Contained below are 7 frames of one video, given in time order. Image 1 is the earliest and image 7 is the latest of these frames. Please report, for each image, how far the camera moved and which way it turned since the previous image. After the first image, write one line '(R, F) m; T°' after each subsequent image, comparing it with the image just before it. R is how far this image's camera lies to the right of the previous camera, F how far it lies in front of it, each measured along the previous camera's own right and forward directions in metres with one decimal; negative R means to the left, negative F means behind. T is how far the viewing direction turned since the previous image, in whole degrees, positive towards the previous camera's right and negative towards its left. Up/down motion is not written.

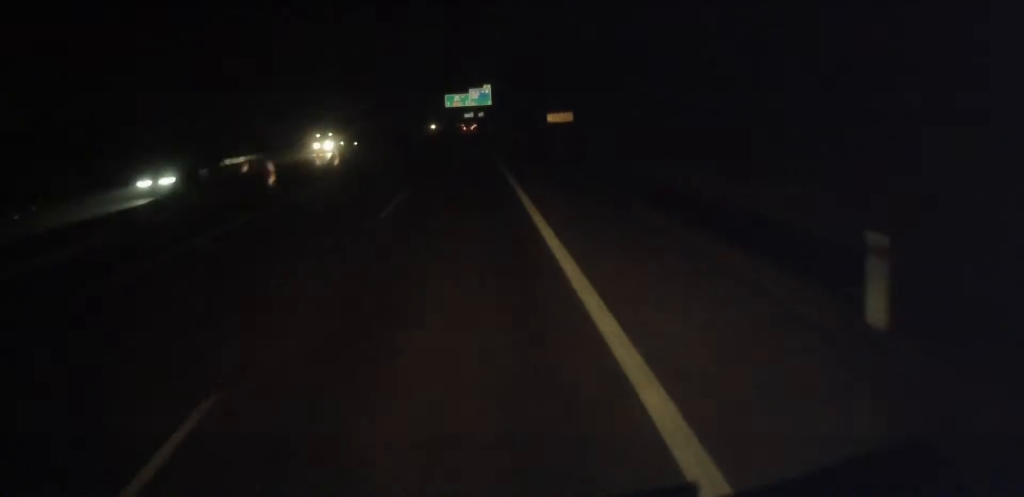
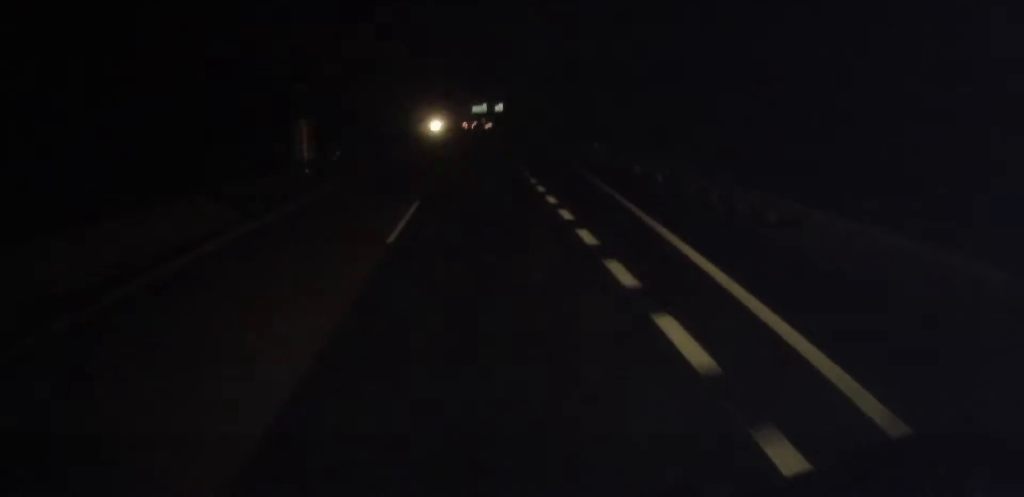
(-2.0, +144.9) m; -1°
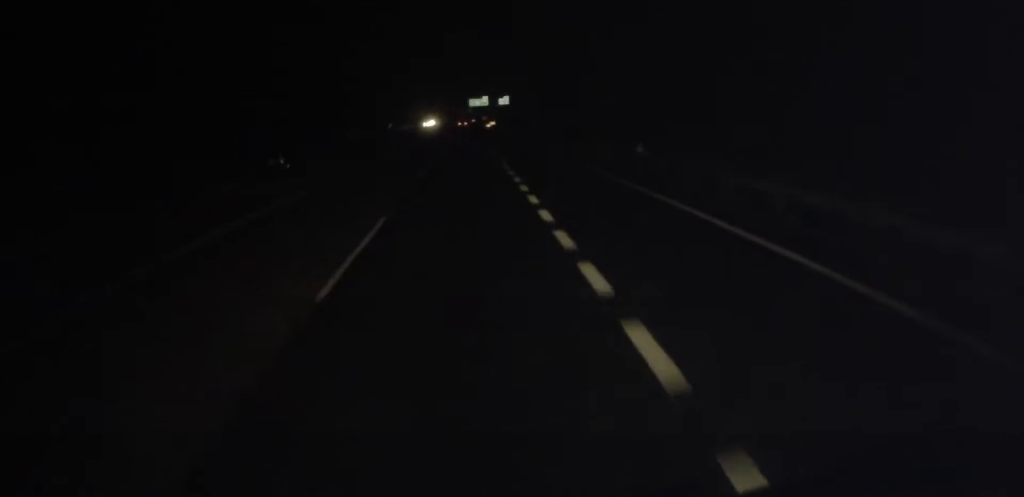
(0.0, +56.5) m; 0°
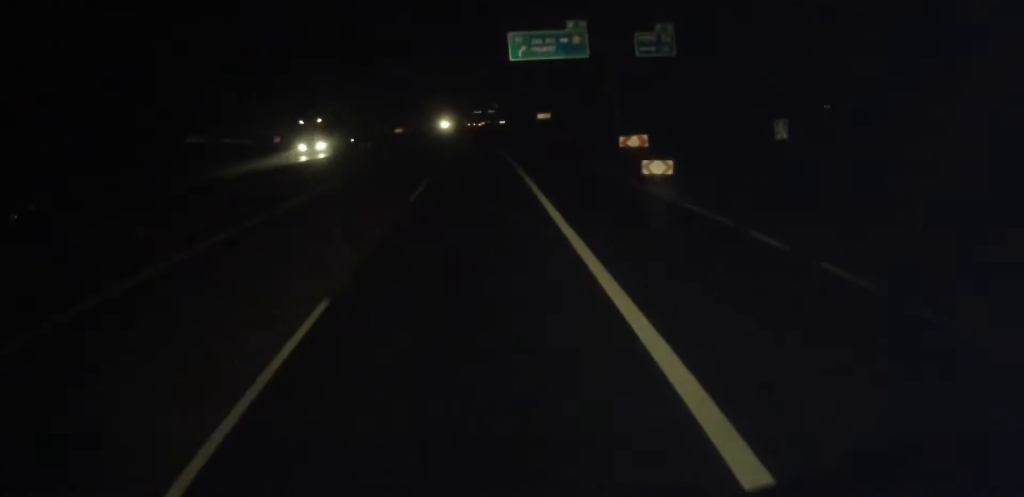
(-1.4, +147.8) m; -1°
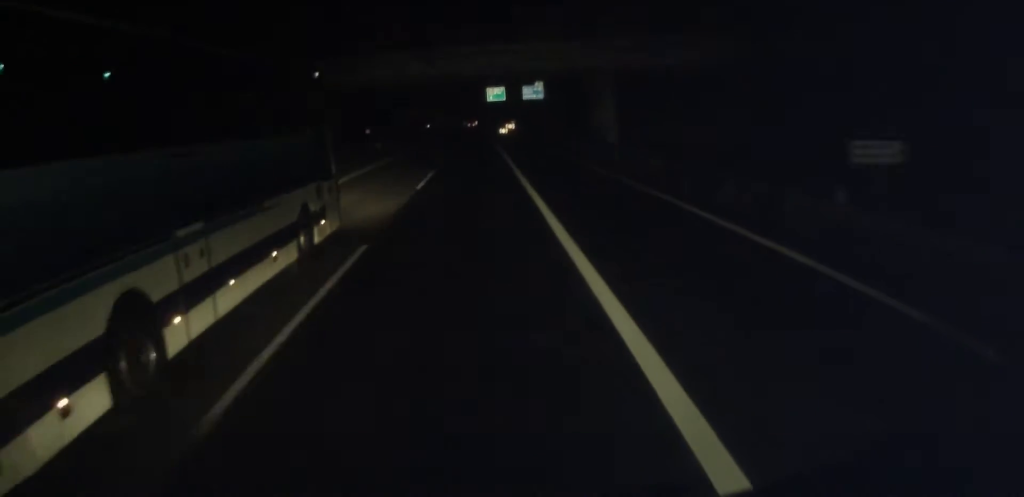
(-1.0, +174.1) m; -1°
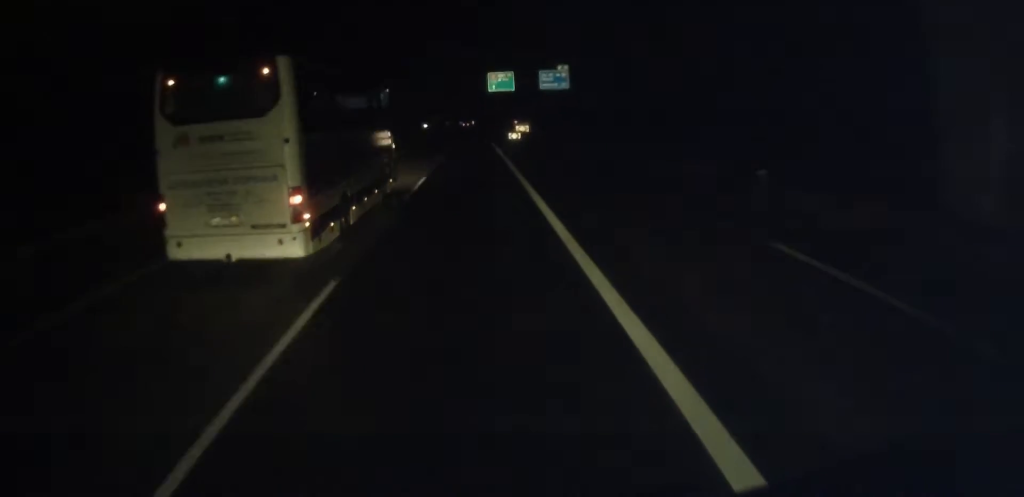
(+0.1, +38.0) m; 0°
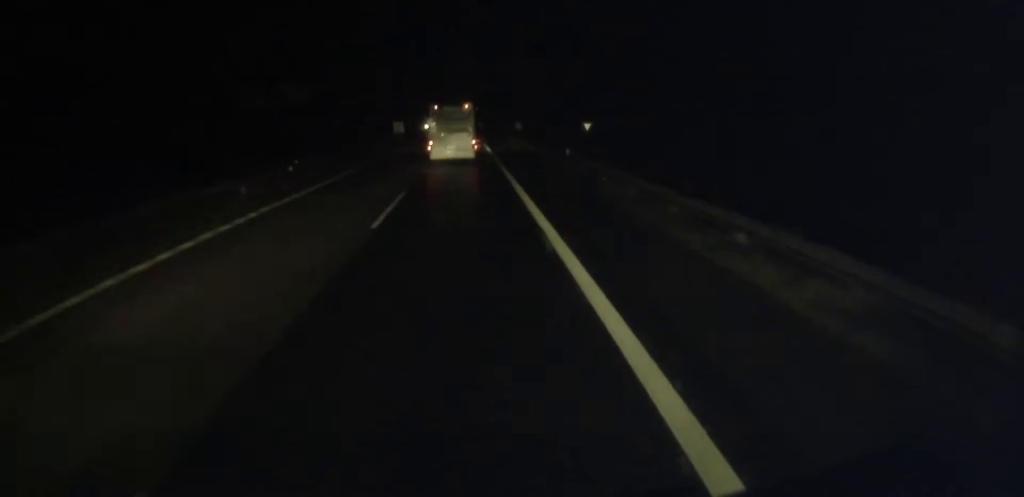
(-1.5, +130.4) m; -1°
